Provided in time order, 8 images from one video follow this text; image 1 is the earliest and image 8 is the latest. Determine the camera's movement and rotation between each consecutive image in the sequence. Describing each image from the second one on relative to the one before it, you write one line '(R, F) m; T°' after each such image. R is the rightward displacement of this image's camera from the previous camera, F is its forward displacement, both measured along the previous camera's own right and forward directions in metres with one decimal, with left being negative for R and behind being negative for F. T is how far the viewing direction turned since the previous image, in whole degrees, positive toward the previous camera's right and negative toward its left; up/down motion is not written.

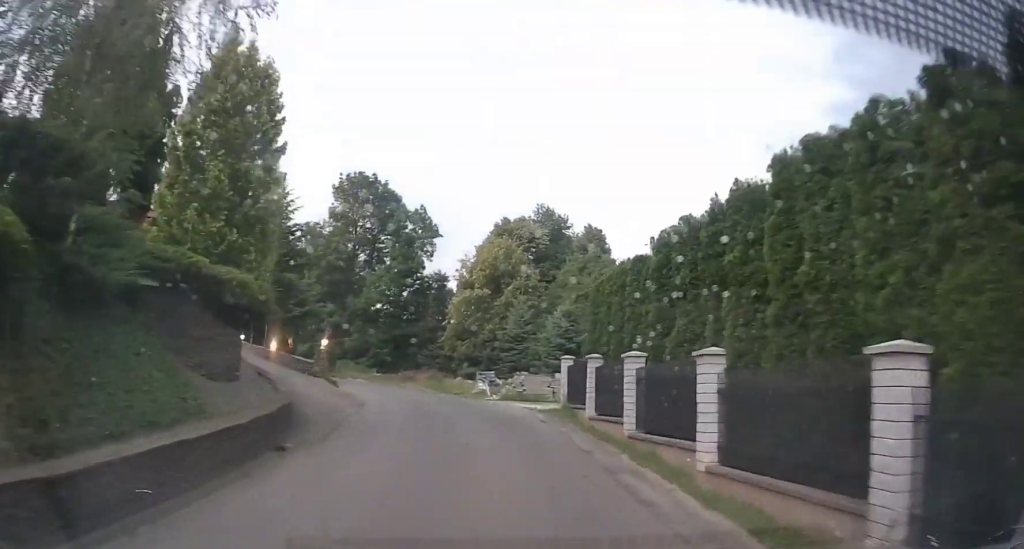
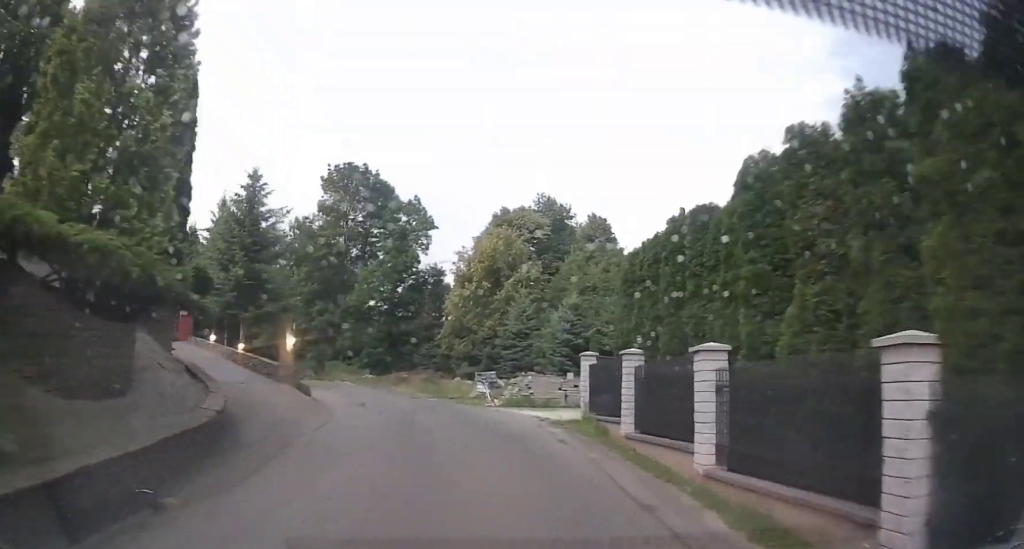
(0.0, +3.7) m; -1°
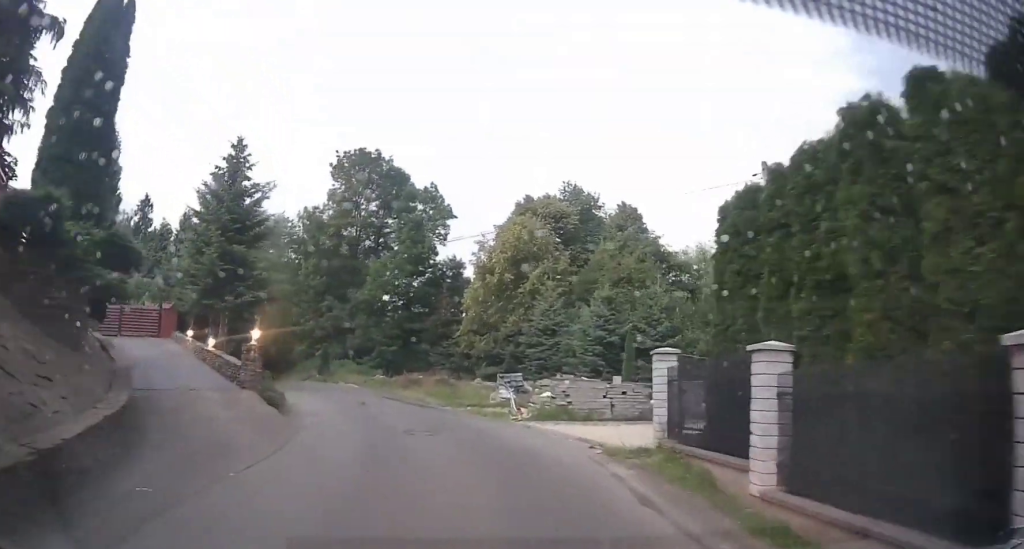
(+0.1, +4.8) m; -2°
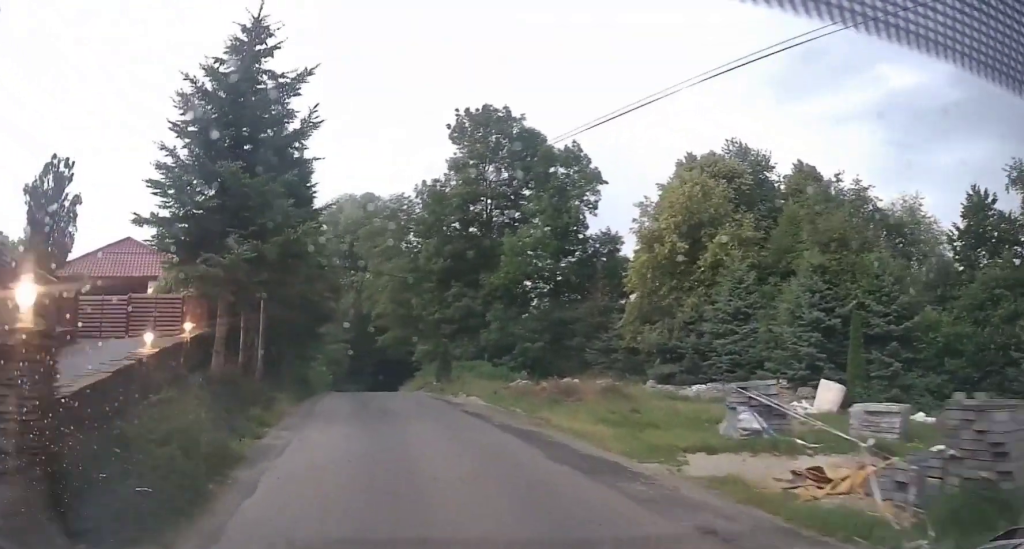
(-1.1, +11.3) m; -12°
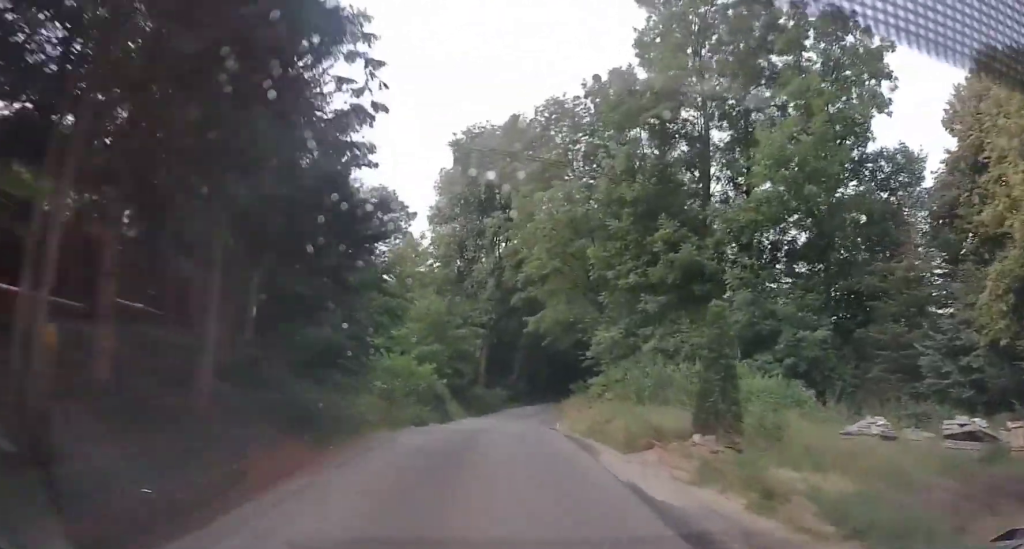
(-3.1, +19.3) m; -13°
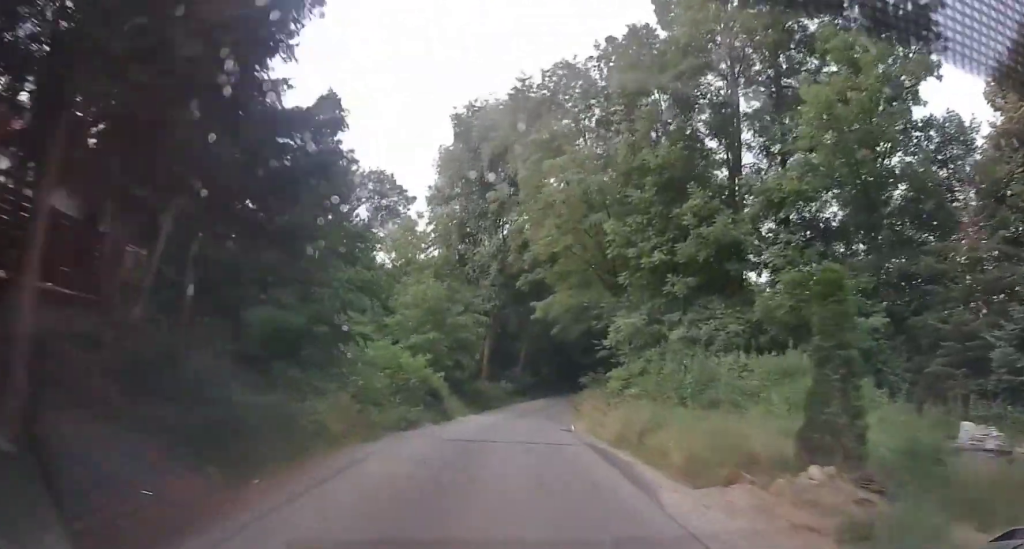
(-0.1, +3.3) m; 0°
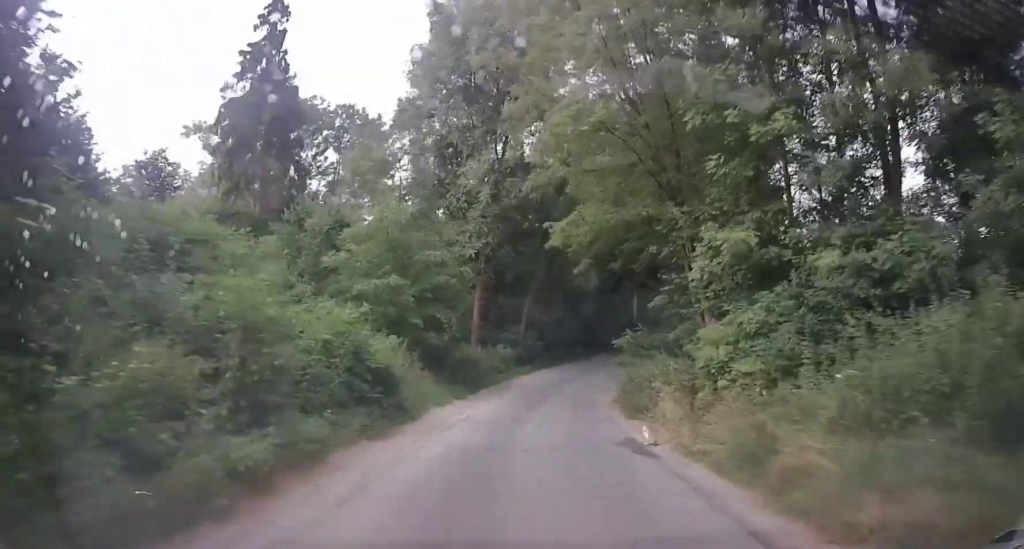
(+0.3, +11.4) m; +3°
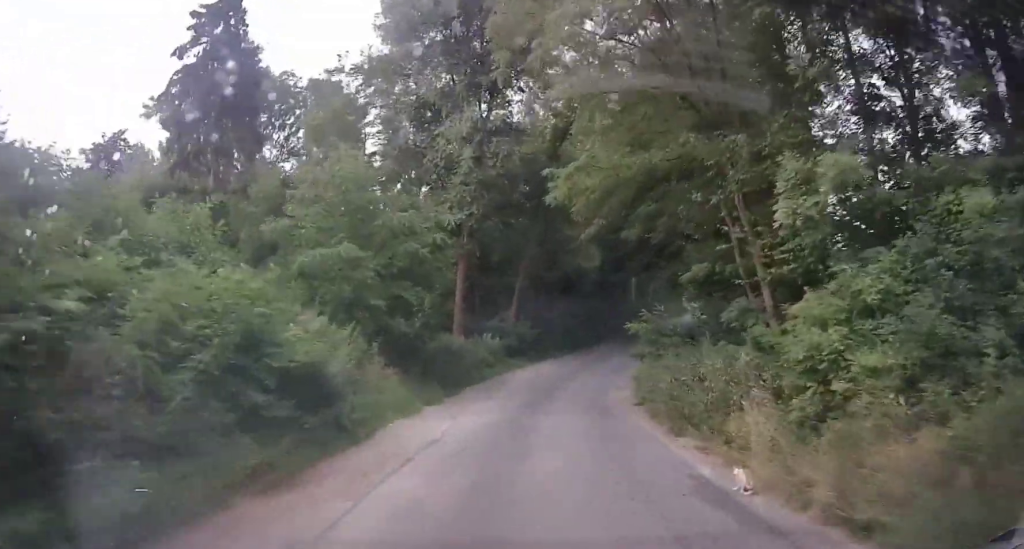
(0.0, +5.2) m; +3°
